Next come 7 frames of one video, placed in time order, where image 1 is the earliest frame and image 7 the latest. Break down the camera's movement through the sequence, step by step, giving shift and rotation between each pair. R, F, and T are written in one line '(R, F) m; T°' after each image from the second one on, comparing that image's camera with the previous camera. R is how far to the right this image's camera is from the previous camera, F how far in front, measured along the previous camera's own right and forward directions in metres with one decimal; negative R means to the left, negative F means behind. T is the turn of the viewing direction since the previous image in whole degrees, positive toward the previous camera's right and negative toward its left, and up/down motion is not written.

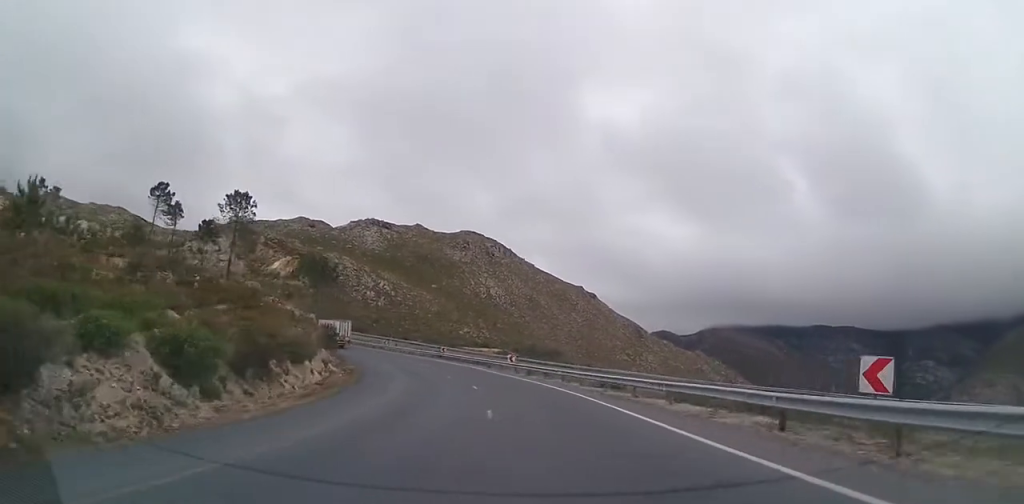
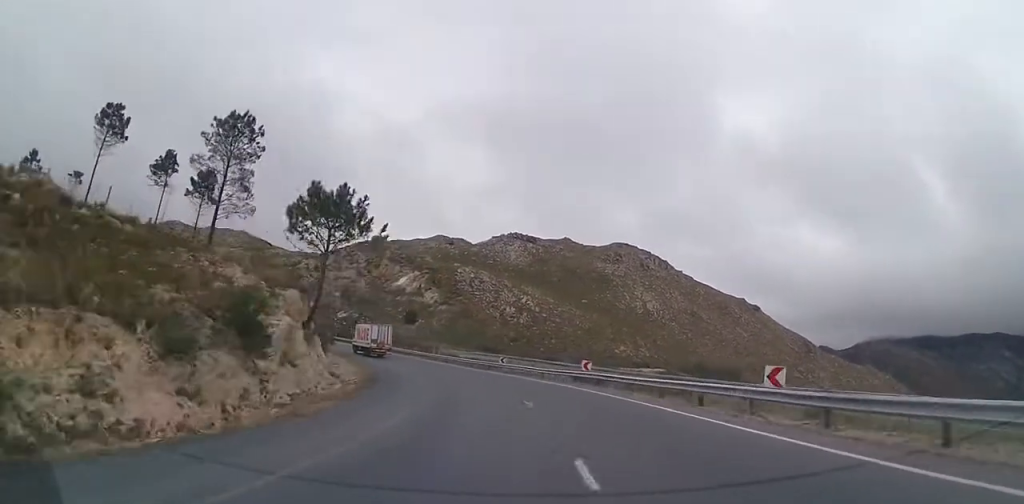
(0.0, +31.9) m; 0°
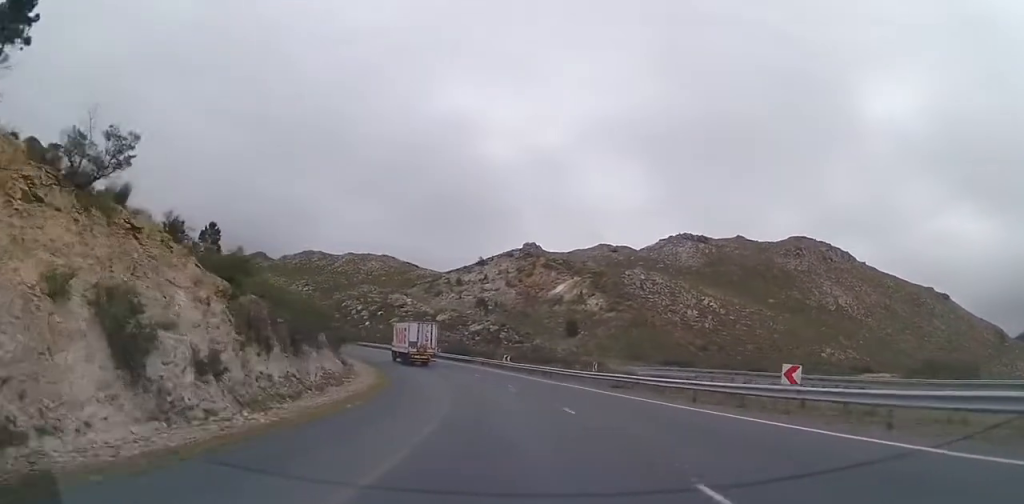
(0.0, +36.7) m; -1°
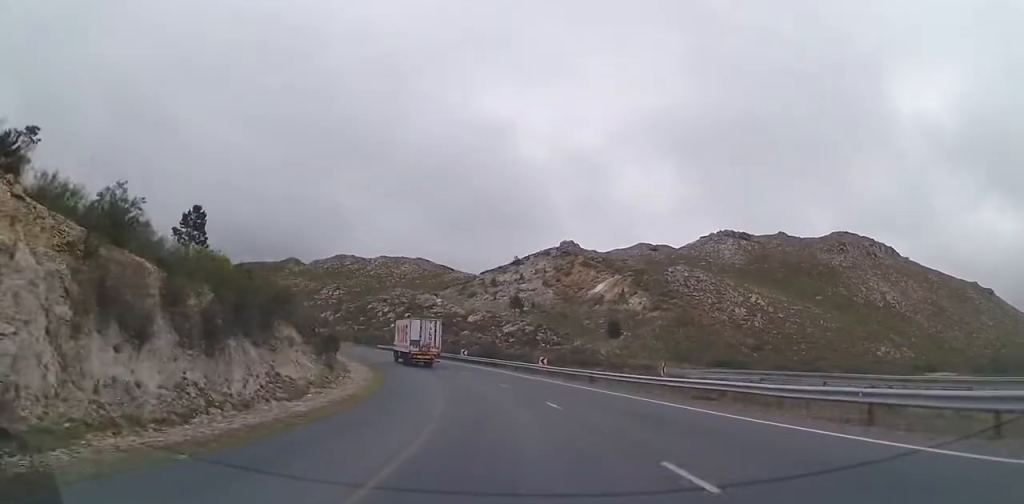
(0.0, +10.0) m; -3°
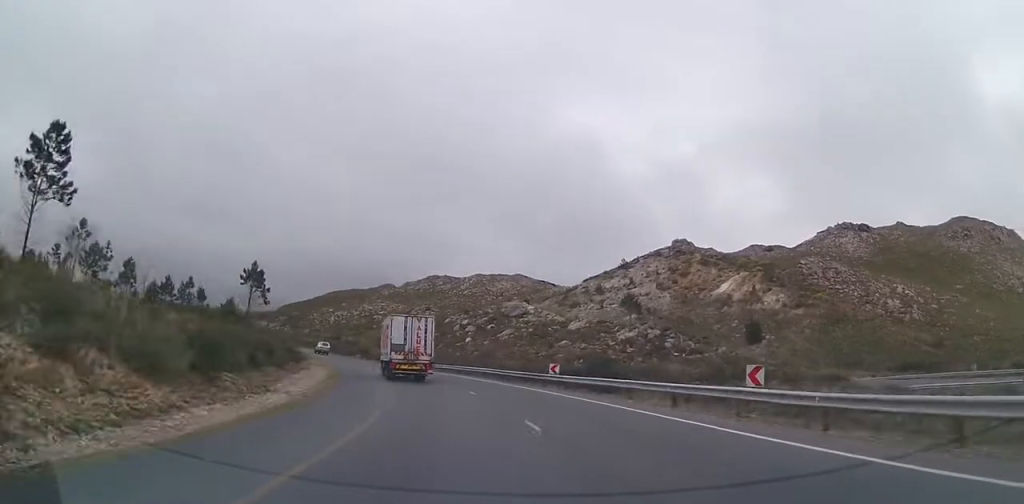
(-4.7, +27.4) m; -24°
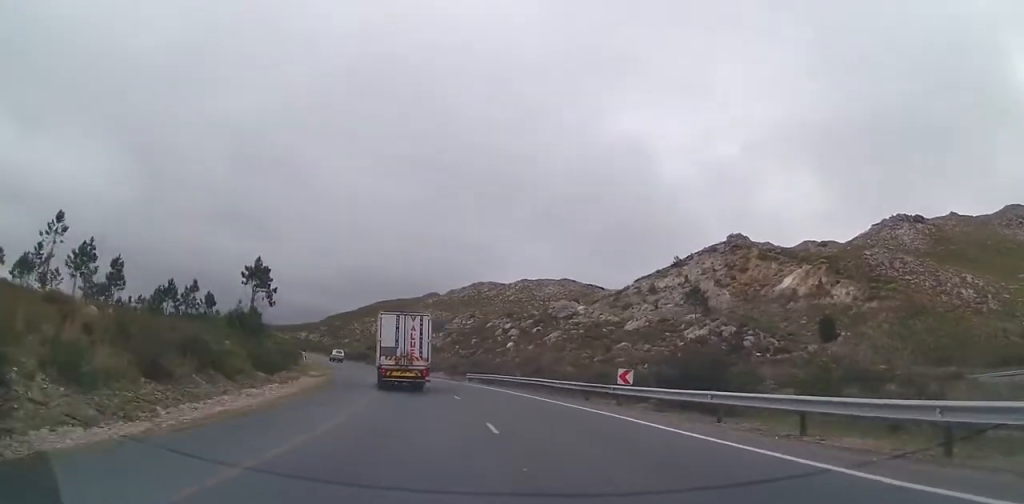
(-2.1, +11.4) m; -9°
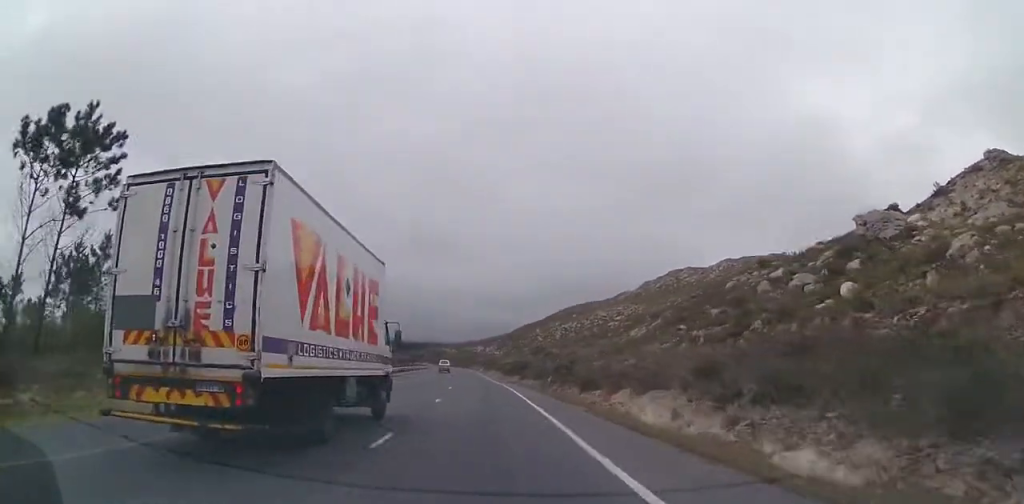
(-8.3, +50.8) m; -23°
